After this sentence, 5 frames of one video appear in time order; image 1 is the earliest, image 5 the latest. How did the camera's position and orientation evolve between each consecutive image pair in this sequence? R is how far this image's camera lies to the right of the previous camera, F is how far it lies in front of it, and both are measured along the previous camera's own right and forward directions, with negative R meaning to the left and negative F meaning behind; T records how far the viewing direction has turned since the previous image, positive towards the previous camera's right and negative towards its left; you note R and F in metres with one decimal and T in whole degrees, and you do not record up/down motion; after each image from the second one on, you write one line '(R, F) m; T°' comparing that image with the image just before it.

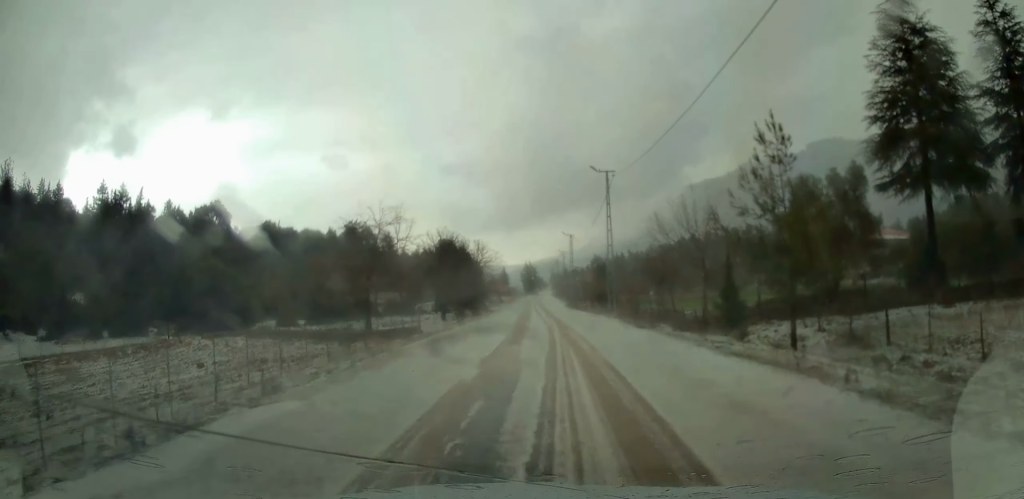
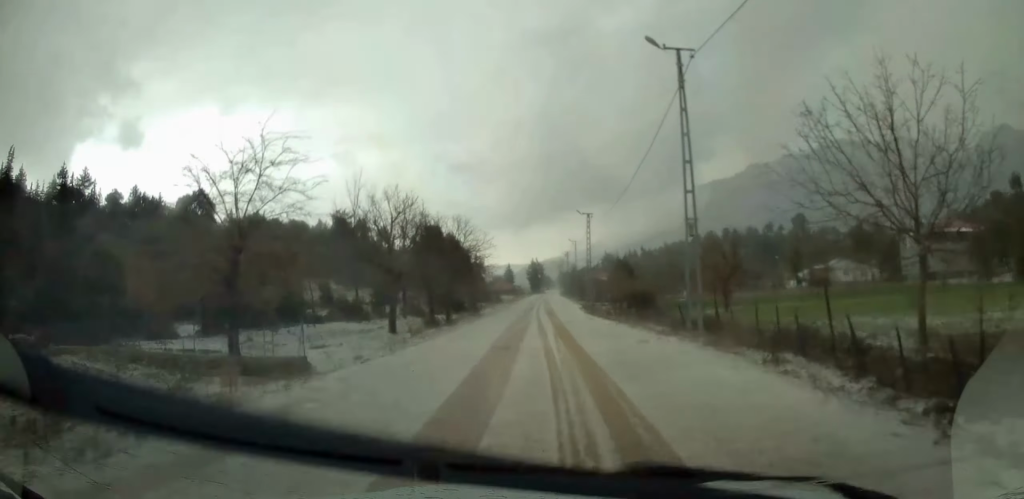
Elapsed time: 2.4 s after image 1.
(+0.1, +18.4) m; -1°
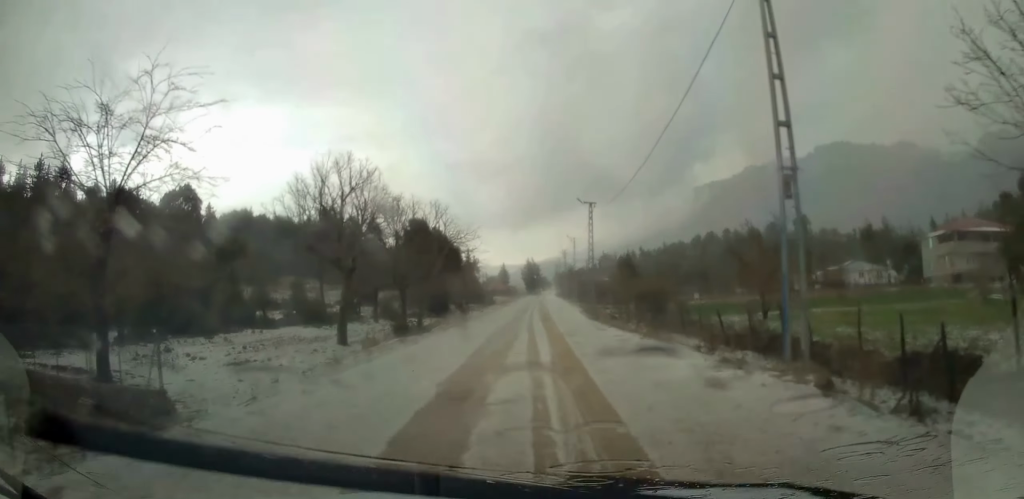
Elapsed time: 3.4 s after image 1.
(-0.2, +7.4) m; +1°
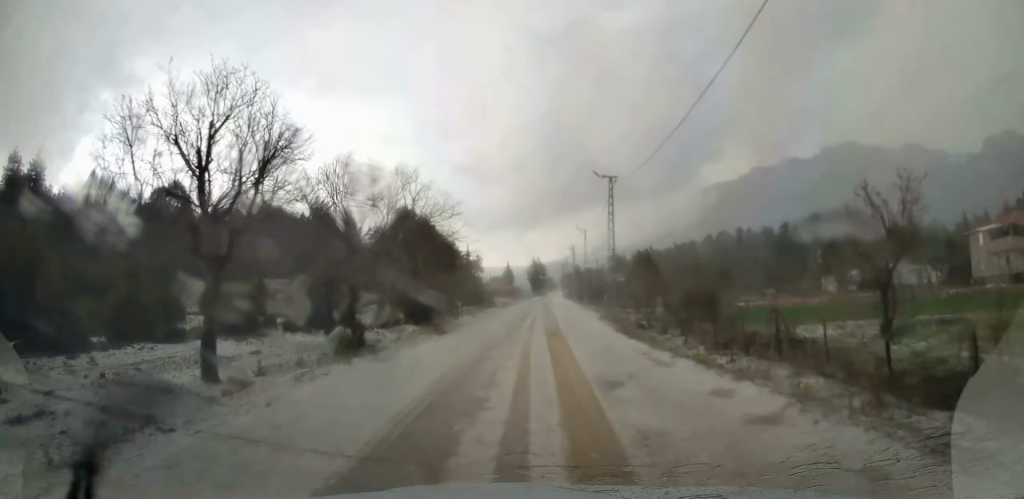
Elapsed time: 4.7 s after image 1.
(+0.4, +10.8) m; +1°
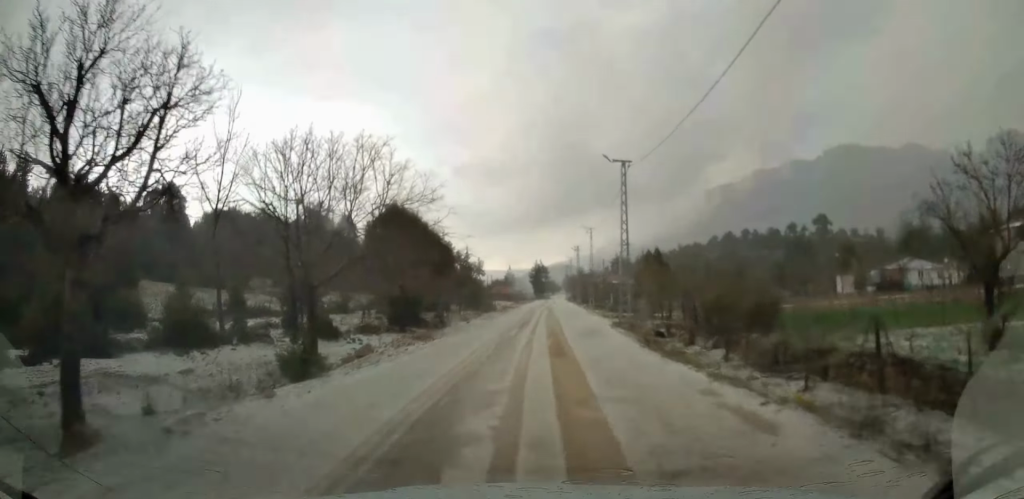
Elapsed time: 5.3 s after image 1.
(-0.1, +5.0) m; -1°
